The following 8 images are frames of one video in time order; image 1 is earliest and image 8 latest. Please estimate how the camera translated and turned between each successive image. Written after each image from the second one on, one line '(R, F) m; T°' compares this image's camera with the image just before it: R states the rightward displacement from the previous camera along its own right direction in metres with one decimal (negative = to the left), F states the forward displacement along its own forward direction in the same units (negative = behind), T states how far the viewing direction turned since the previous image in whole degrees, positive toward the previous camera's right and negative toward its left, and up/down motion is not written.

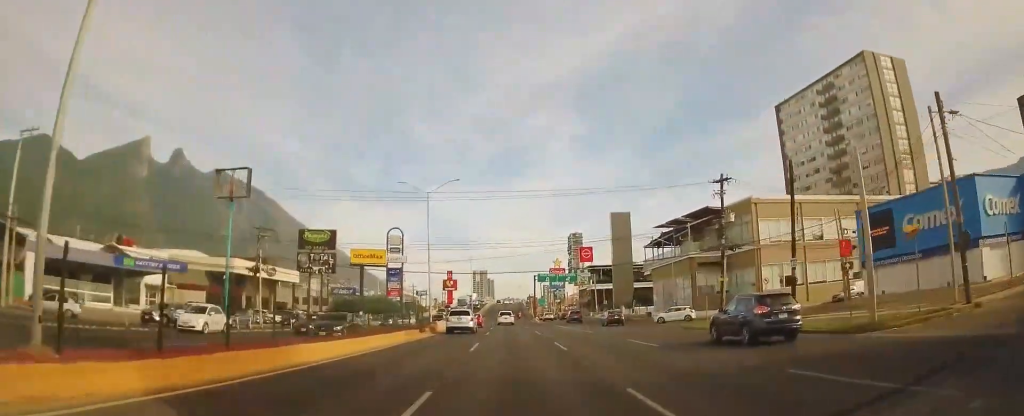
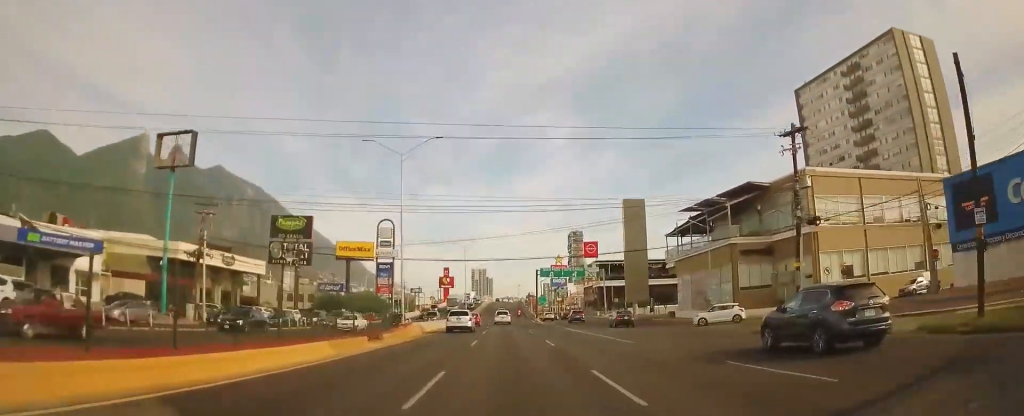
(-0.2, +11.9) m; -1°
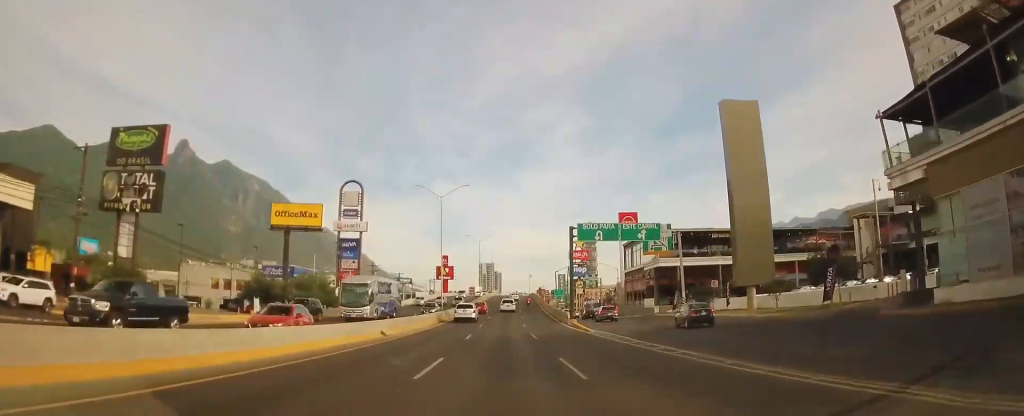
(-1.1, +42.5) m; -2°
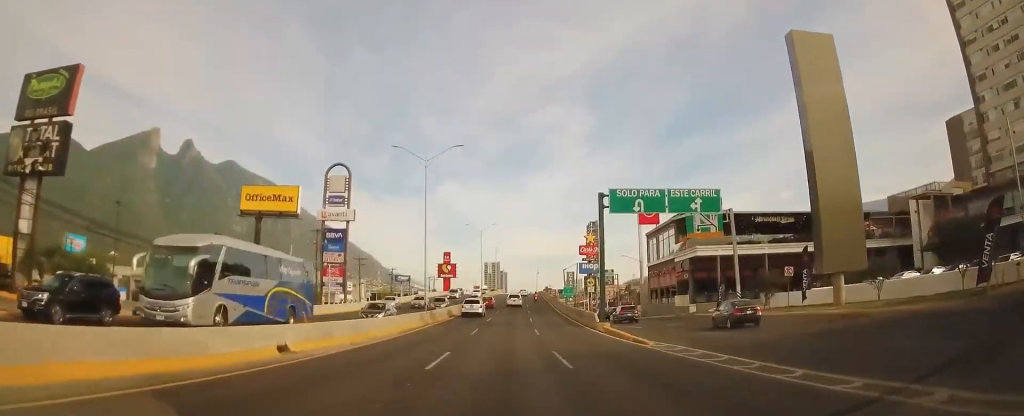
(0.0, +13.5) m; 0°
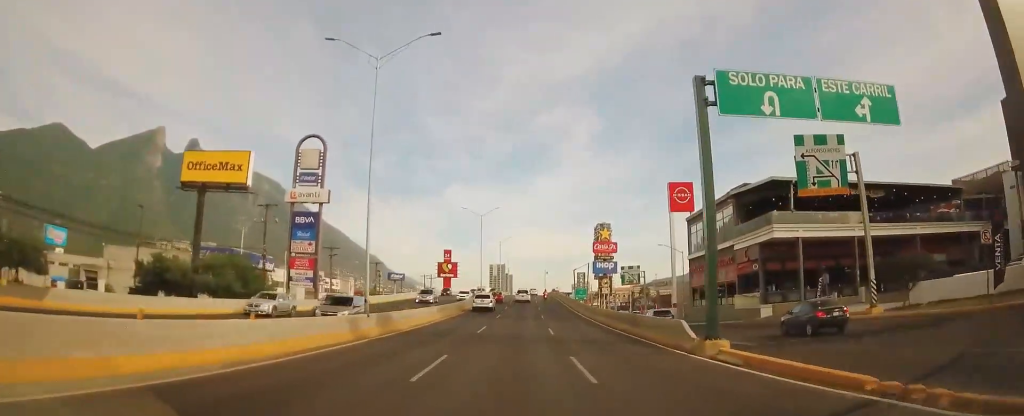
(0.0, +18.1) m; -1°
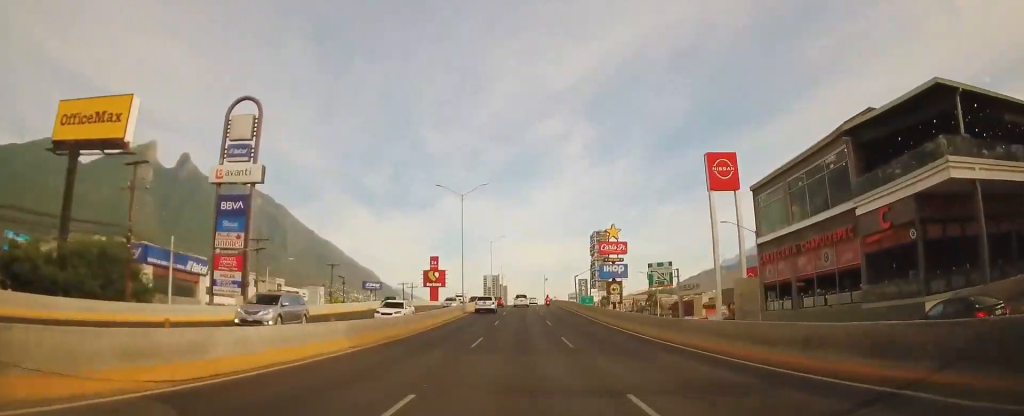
(-0.4, +21.6) m; -1°
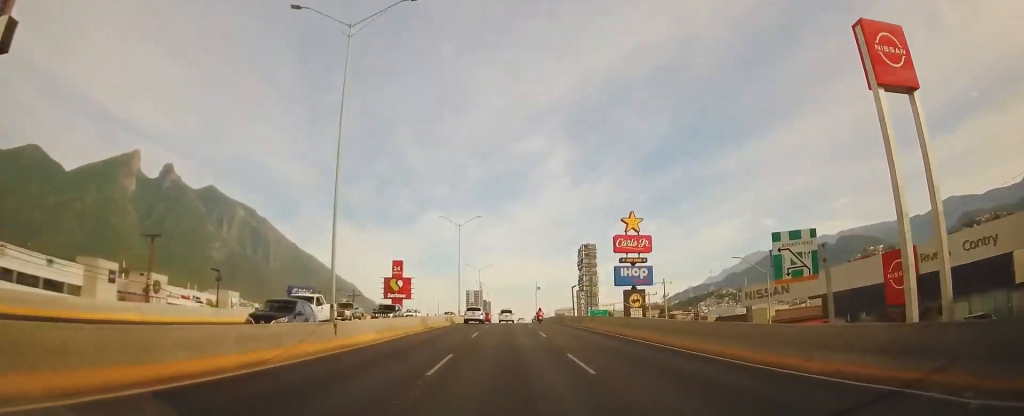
(+0.4, +37.6) m; +2°
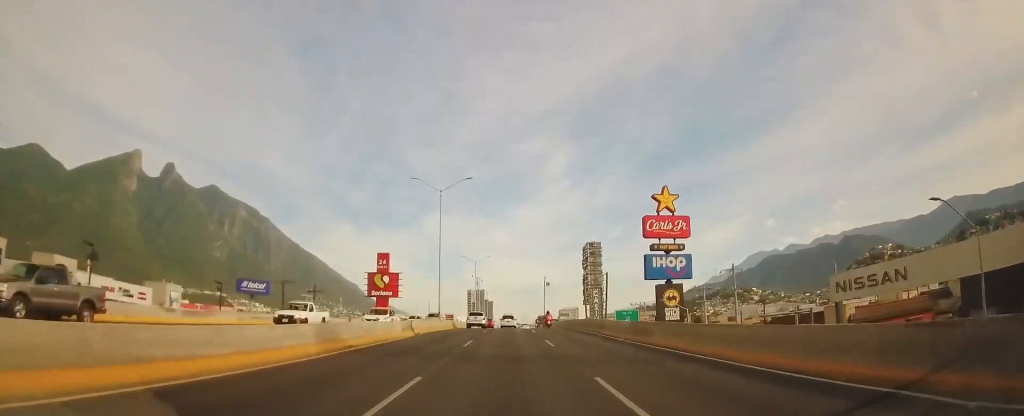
(+0.4, +20.4) m; +1°
